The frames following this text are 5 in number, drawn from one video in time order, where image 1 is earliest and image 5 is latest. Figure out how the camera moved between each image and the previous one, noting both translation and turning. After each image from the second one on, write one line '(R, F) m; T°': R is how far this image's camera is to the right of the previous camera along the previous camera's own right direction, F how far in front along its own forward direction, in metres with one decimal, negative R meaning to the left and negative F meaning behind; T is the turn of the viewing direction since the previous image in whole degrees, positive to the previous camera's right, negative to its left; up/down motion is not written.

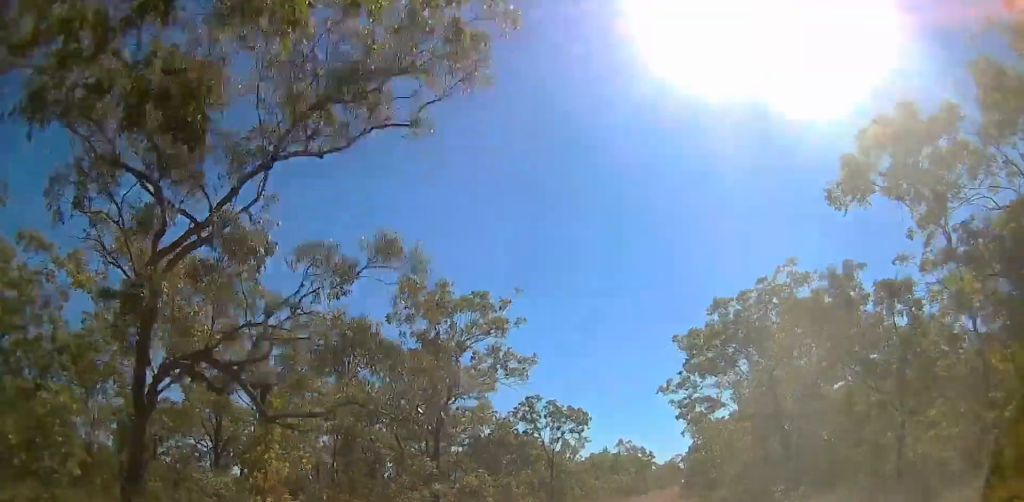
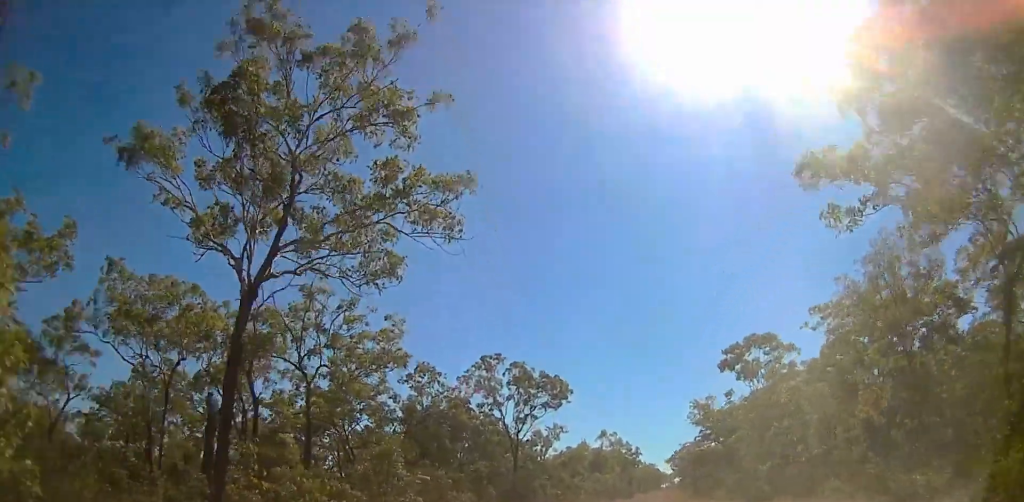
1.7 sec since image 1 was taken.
(+3.2, +27.3) m; +9°
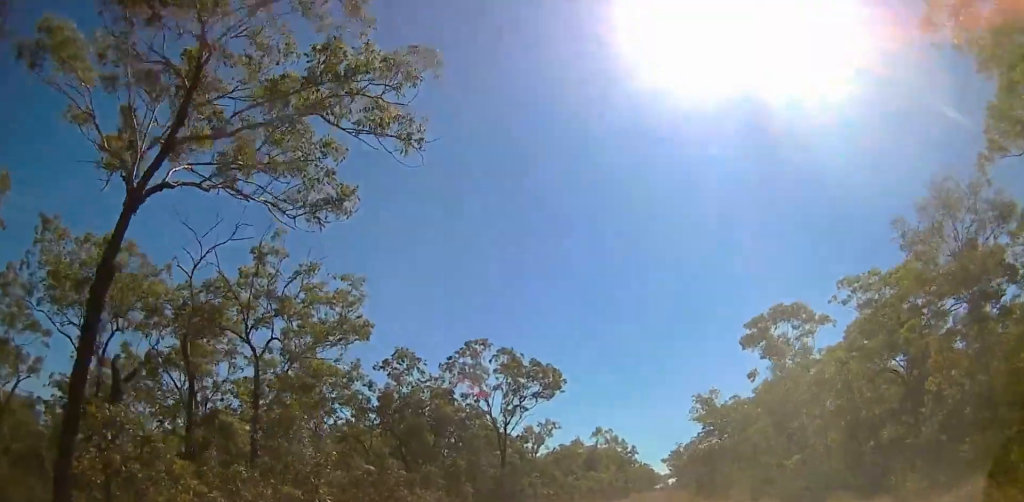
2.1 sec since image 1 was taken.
(0.0, +6.7) m; 0°
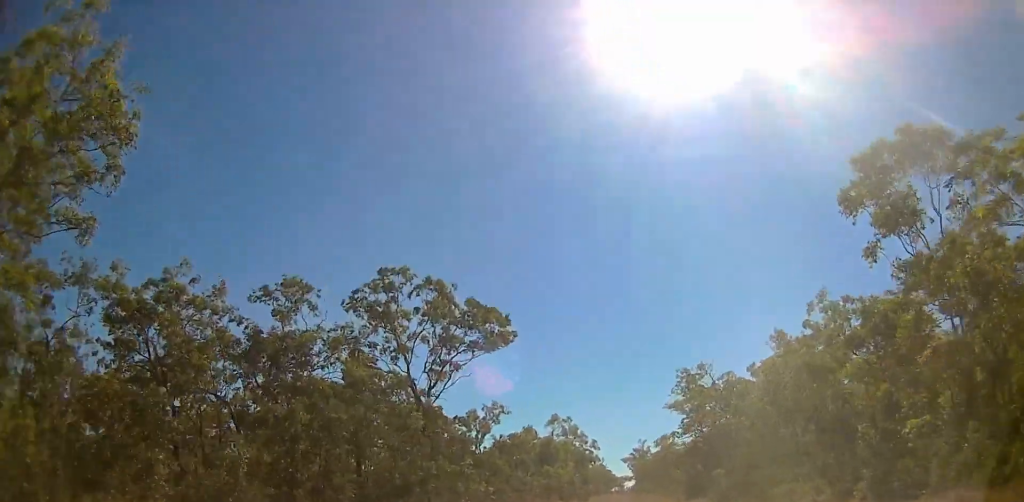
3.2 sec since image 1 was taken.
(0.0, +18.5) m; 0°
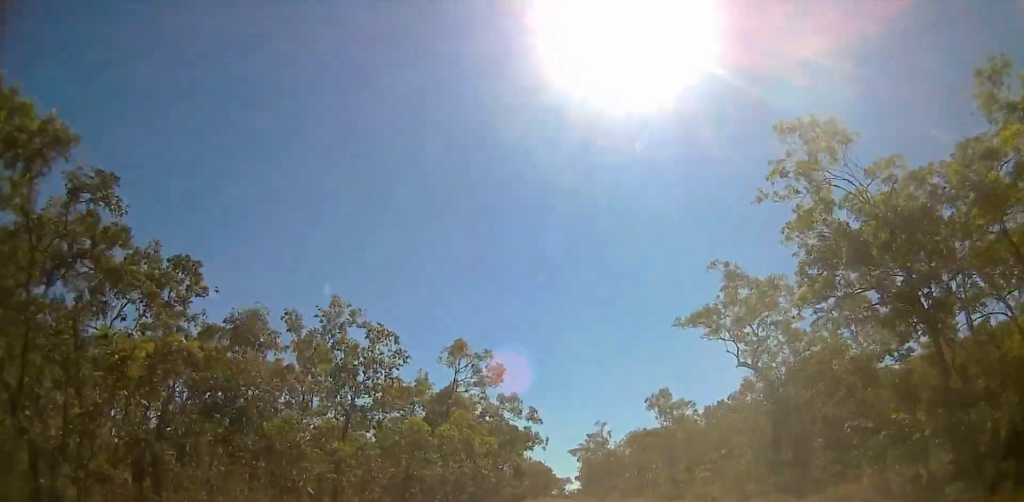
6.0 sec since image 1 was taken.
(0.0, +48.4) m; 0°
